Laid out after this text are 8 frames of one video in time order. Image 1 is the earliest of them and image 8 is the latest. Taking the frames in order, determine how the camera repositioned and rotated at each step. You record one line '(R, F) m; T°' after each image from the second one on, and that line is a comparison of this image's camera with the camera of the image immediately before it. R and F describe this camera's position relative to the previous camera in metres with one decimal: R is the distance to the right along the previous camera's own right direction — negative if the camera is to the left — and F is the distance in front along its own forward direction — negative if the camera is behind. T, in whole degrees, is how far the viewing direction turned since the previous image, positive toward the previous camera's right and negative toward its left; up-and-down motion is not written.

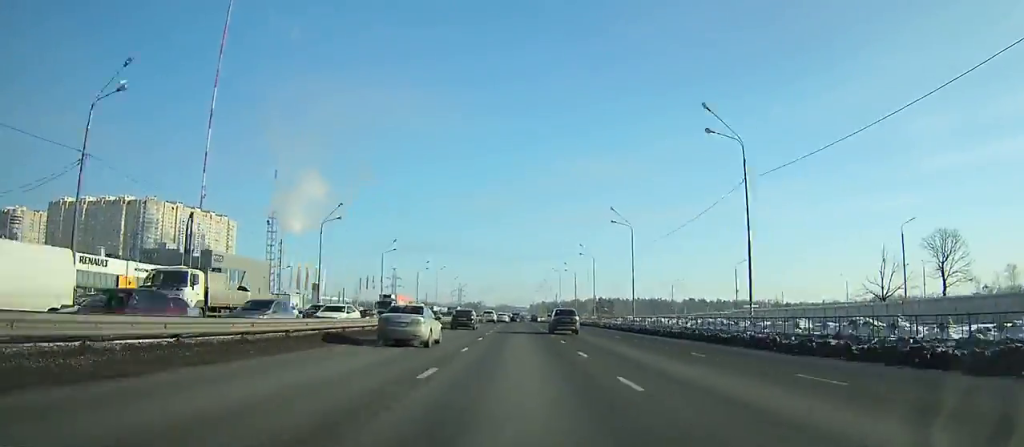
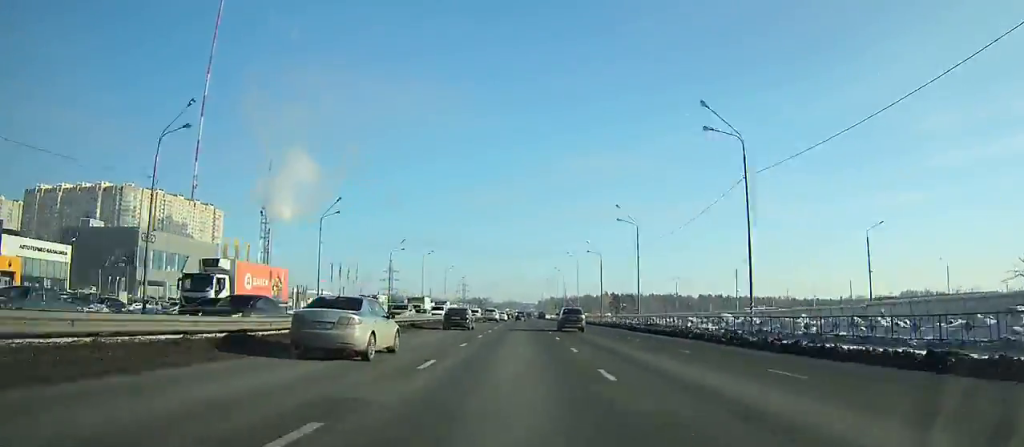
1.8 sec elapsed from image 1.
(-0.3, +37.9) m; -1°
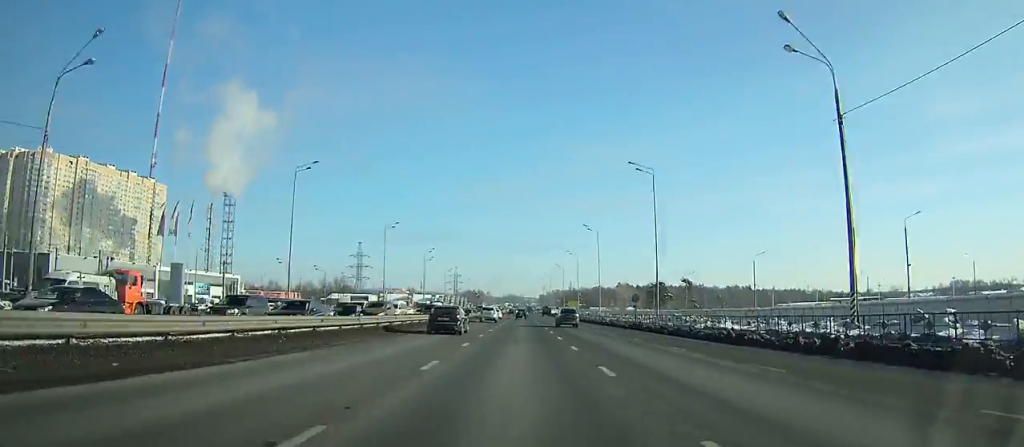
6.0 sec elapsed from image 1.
(-1.0, +87.3) m; -1°
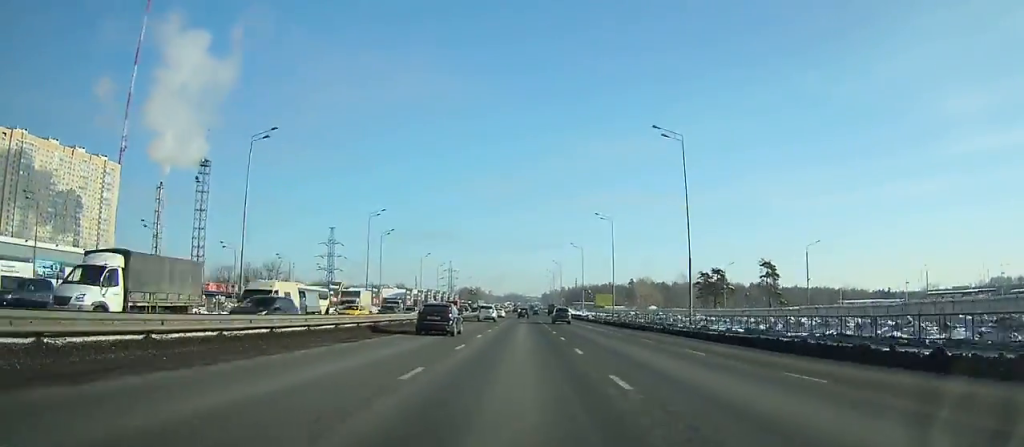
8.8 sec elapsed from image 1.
(-0.1, +56.7) m; 0°
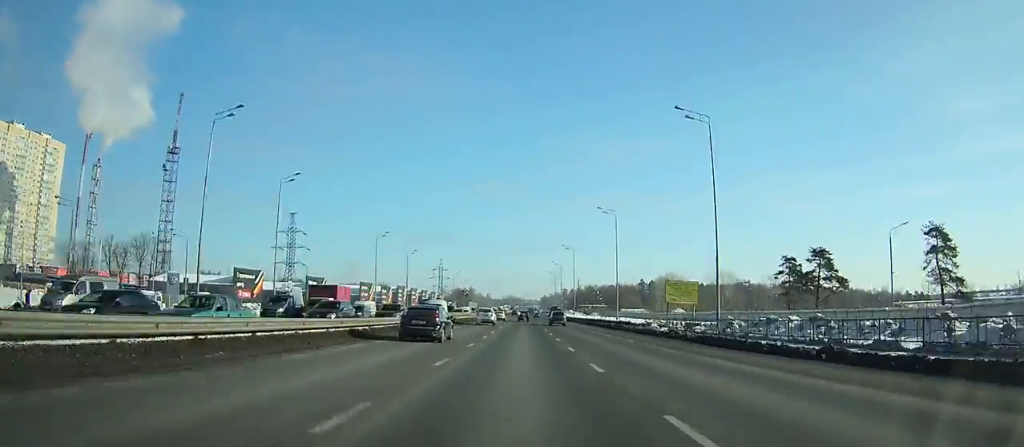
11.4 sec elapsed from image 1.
(+0.1, +51.6) m; +3°
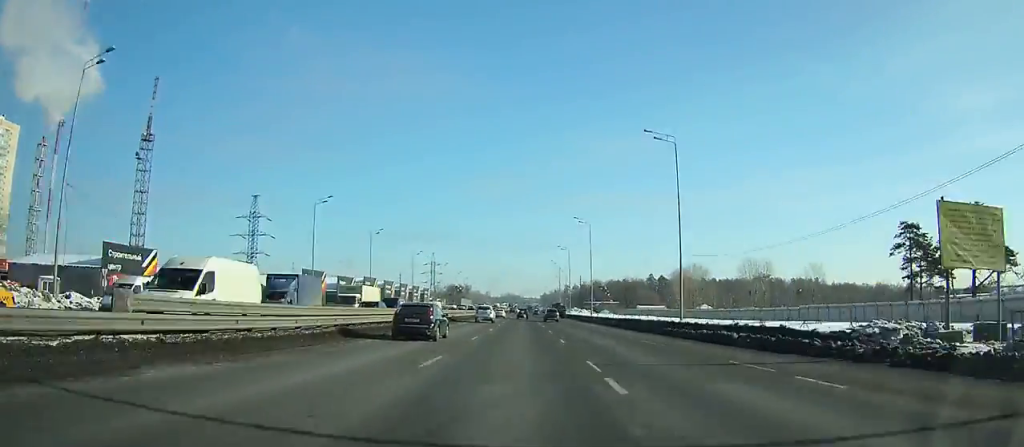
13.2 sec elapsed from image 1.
(-0.2, +35.2) m; +2°
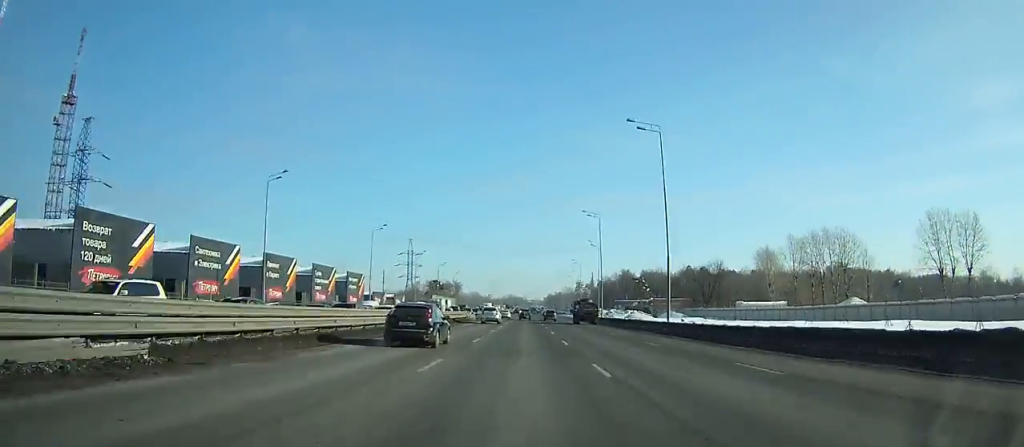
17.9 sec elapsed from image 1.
(-5.1, +89.7) m; -8°
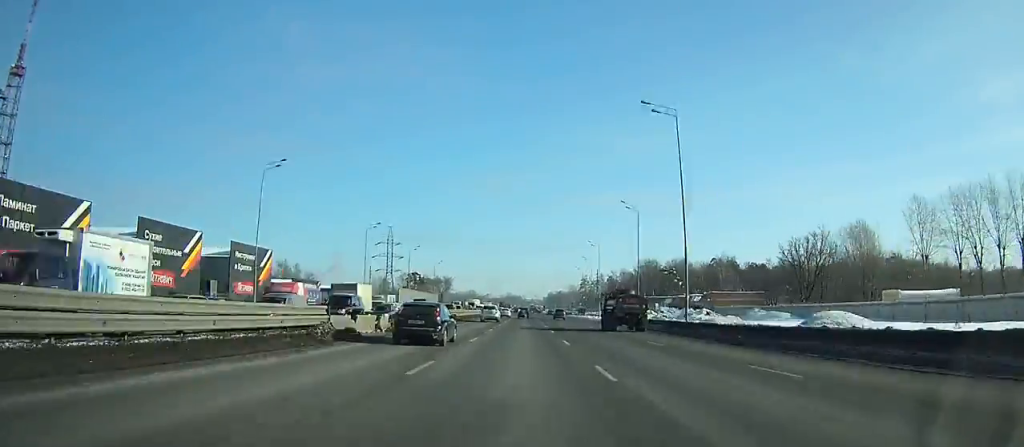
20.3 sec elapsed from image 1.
(-0.3, +48.0) m; +3°
